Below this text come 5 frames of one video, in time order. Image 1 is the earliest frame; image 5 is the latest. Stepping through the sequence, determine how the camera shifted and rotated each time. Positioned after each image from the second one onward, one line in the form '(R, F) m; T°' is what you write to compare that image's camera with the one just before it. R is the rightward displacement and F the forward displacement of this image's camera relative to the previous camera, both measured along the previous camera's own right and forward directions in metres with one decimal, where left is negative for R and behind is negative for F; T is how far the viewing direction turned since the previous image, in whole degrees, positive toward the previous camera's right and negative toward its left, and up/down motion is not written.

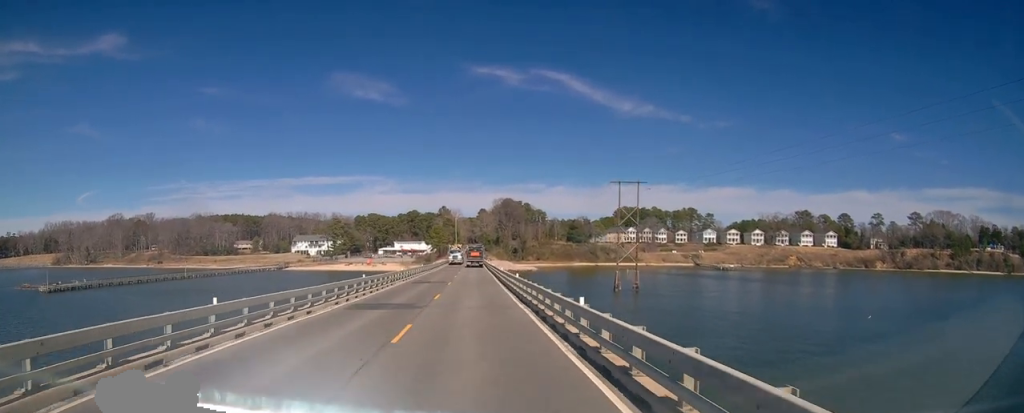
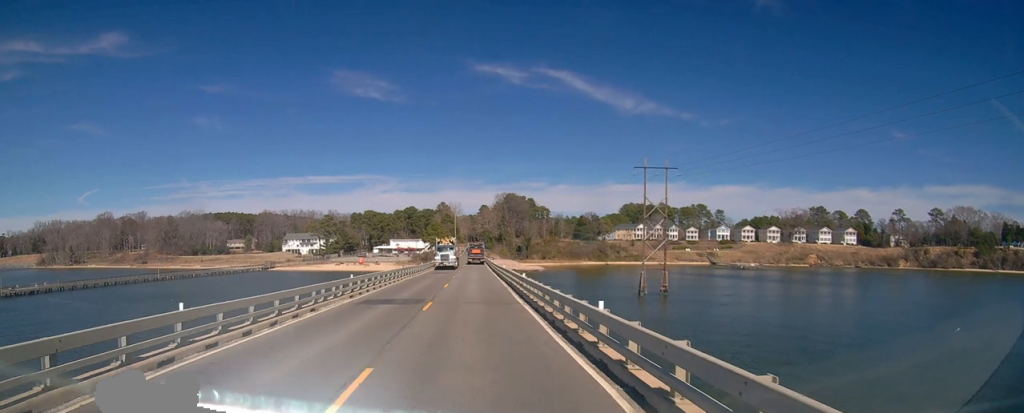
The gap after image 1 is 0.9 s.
(+0.1, +18.2) m; 0°
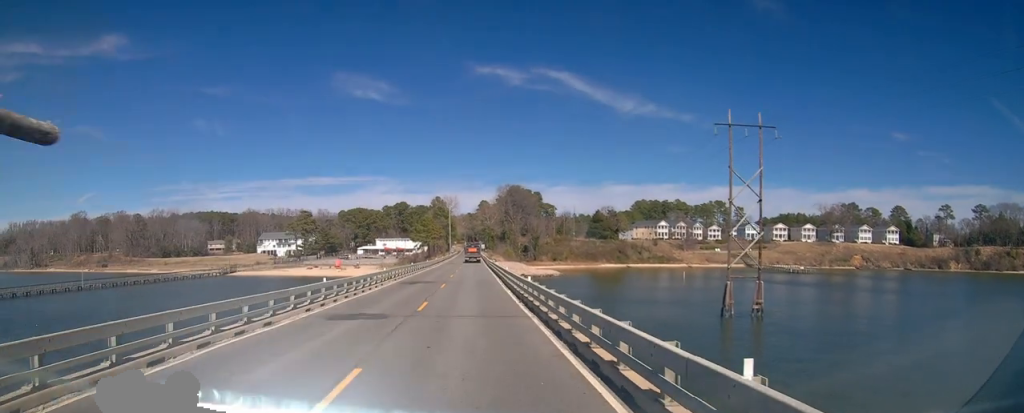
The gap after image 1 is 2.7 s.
(+1.5, +37.5) m; +2°
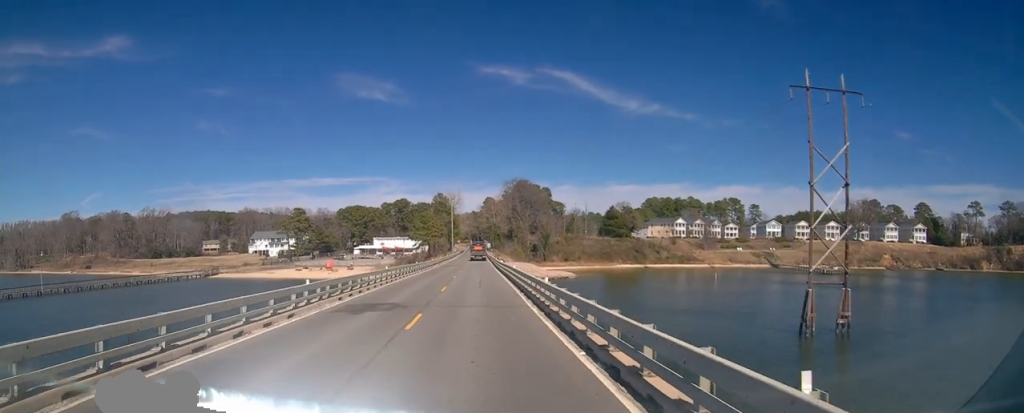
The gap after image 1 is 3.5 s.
(+0.2, +17.0) m; -5°
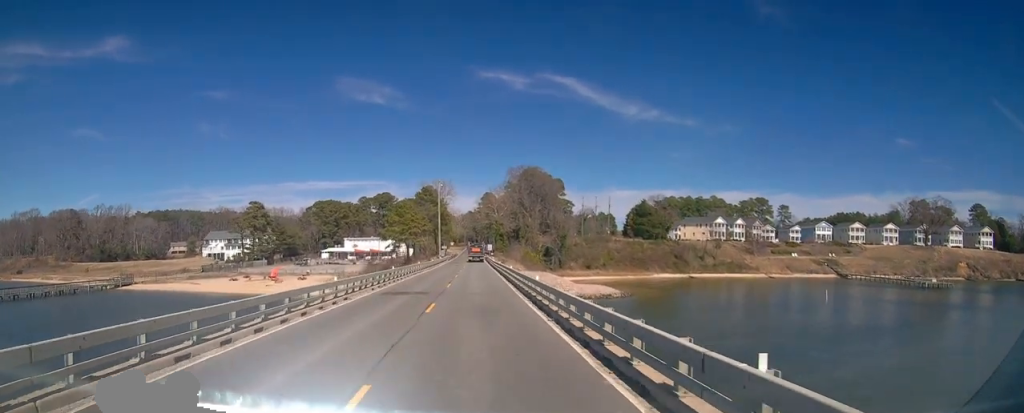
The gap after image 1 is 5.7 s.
(-1.9, +44.8) m; -2°
